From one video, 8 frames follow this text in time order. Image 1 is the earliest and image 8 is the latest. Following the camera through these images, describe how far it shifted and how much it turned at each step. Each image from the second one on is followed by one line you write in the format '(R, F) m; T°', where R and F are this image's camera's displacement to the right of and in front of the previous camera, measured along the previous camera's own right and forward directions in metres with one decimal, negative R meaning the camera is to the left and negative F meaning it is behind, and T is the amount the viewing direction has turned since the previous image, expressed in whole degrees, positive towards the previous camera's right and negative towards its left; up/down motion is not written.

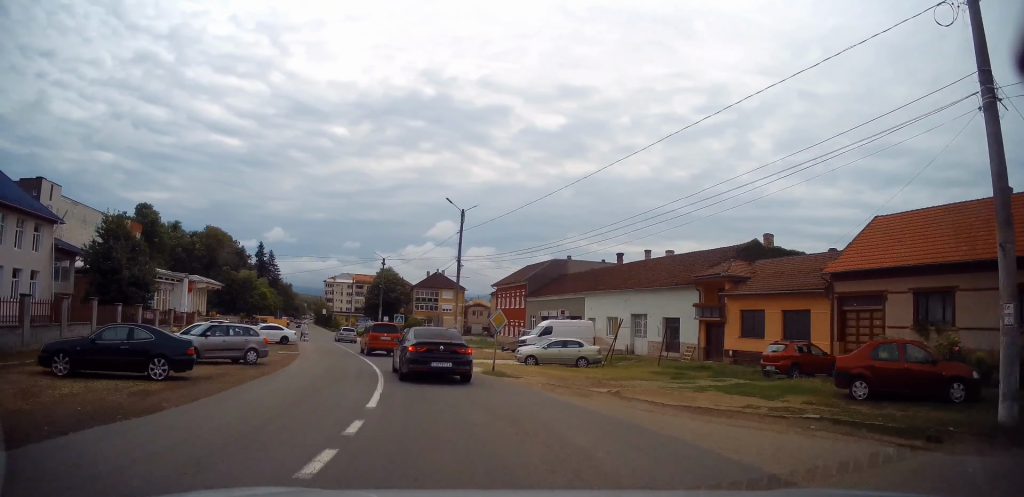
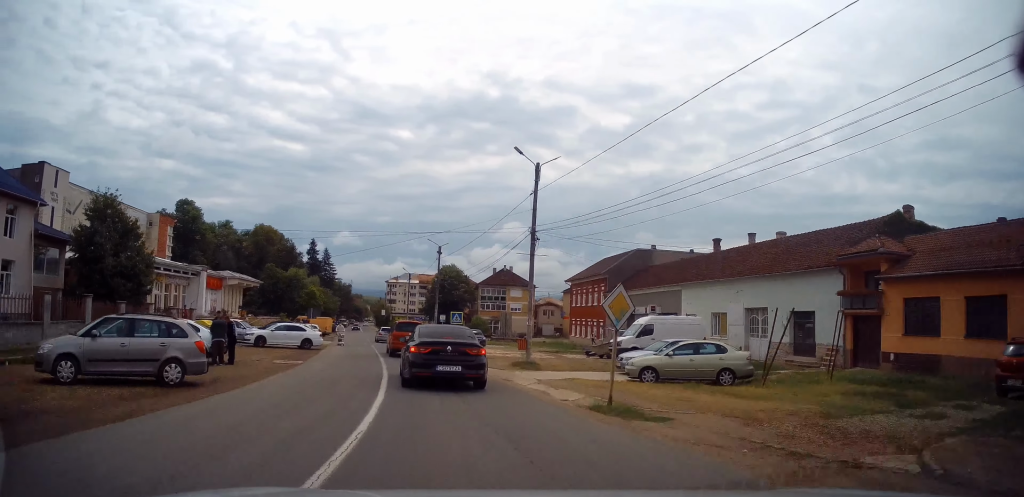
(-0.3, +8.8) m; -6°
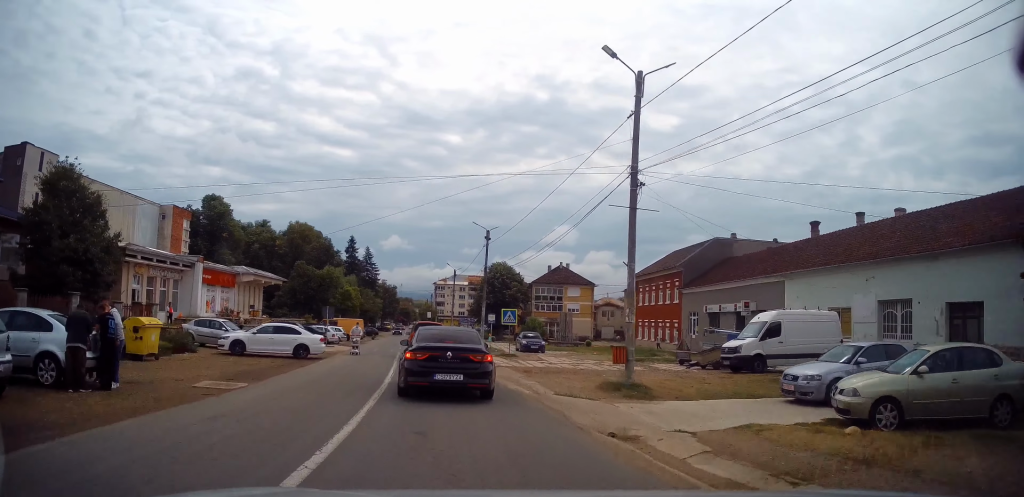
(-0.7, +9.5) m; -8°
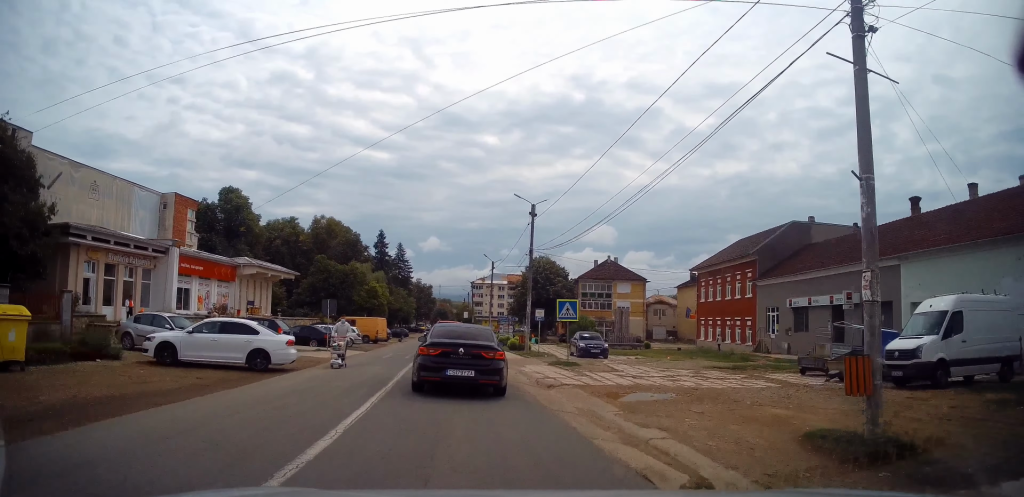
(-0.7, +9.2) m; -6°
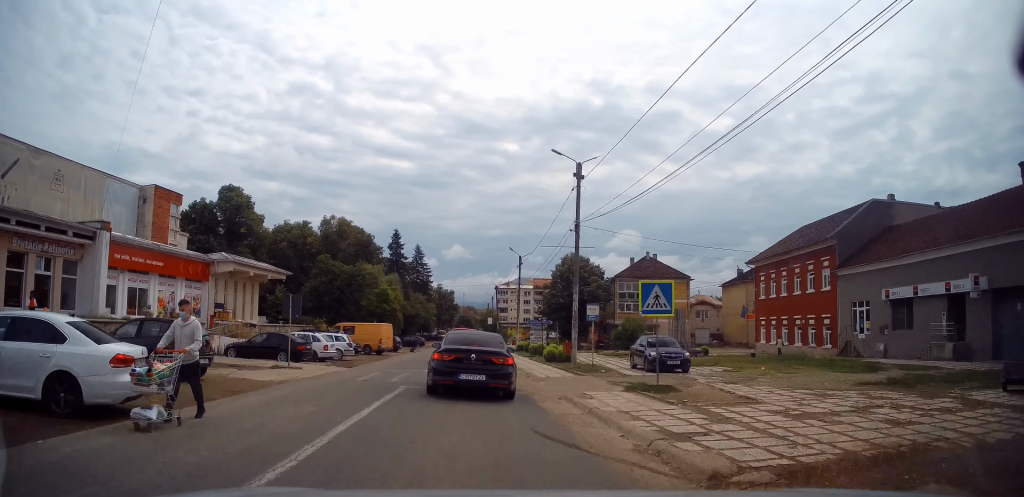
(-0.1, +9.2) m; -2°
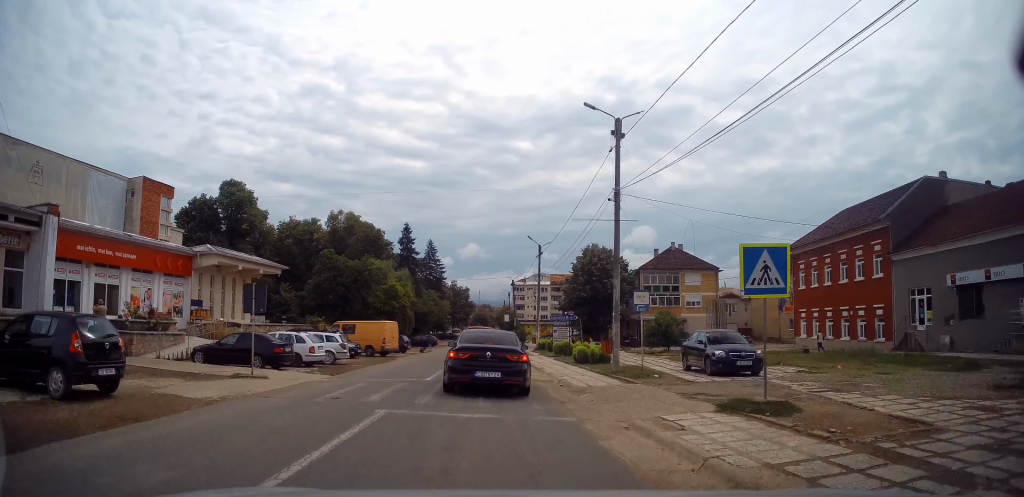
(-0.1, +4.3) m; 0°
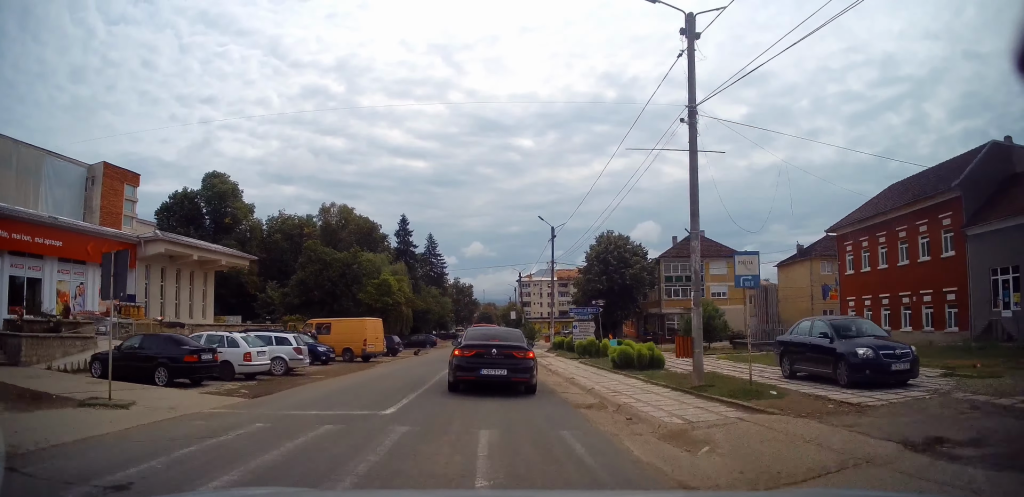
(-0.1, +6.1) m; +1°
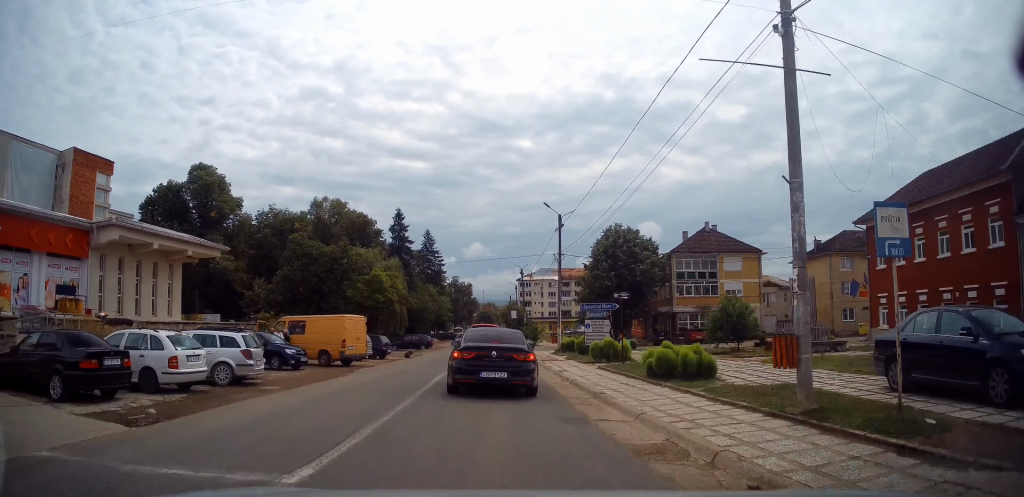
(+0.1, +4.2) m; +1°
